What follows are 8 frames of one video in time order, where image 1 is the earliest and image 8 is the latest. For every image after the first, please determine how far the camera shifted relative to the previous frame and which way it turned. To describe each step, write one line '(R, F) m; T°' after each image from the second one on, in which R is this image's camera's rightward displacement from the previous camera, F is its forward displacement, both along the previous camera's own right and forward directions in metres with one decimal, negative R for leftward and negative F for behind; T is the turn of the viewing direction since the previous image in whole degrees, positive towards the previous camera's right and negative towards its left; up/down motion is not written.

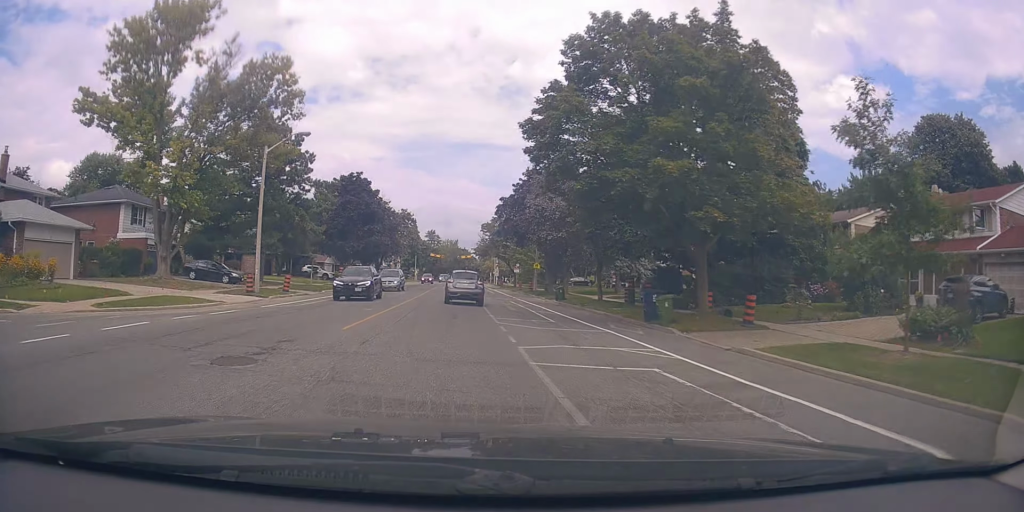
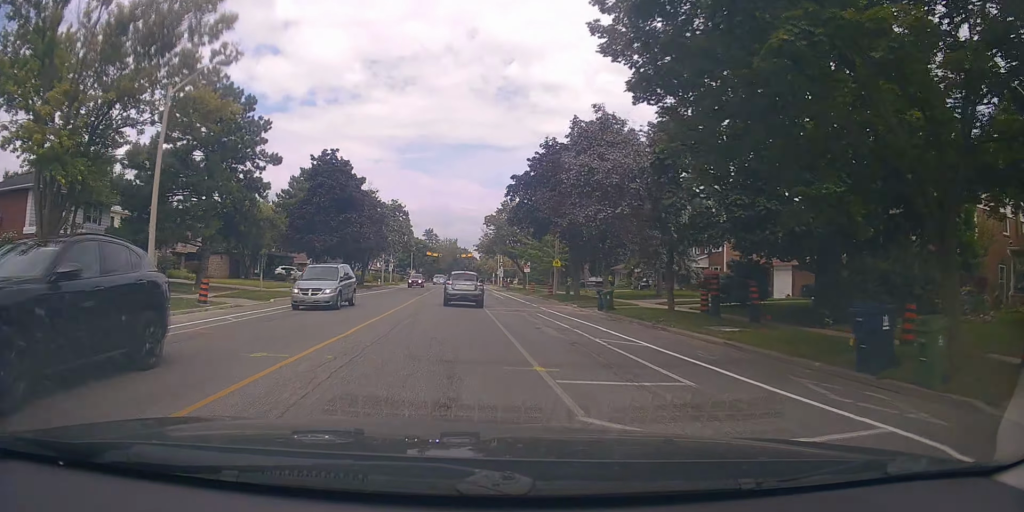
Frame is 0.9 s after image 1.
(-0.1, +11.3) m; -2°
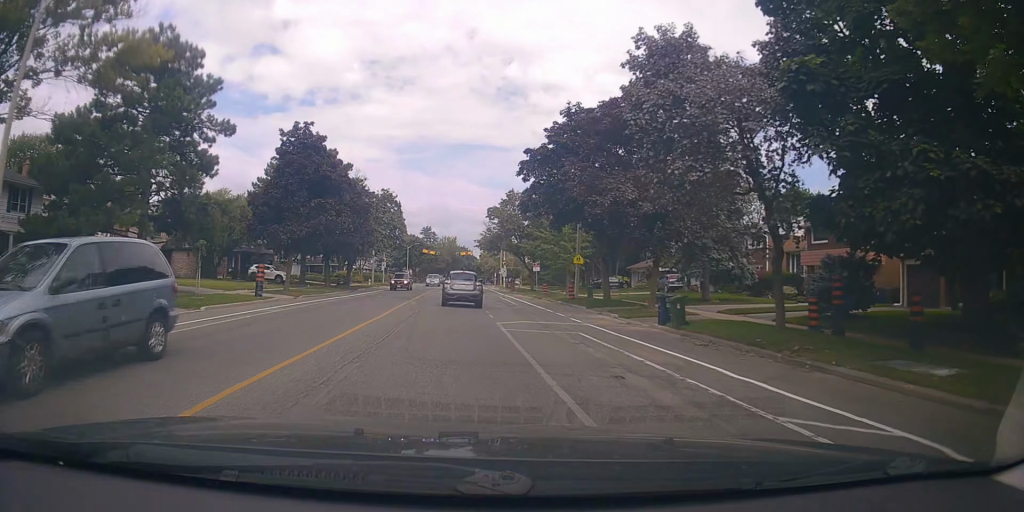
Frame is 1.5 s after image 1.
(-0.3, +8.1) m; -1°
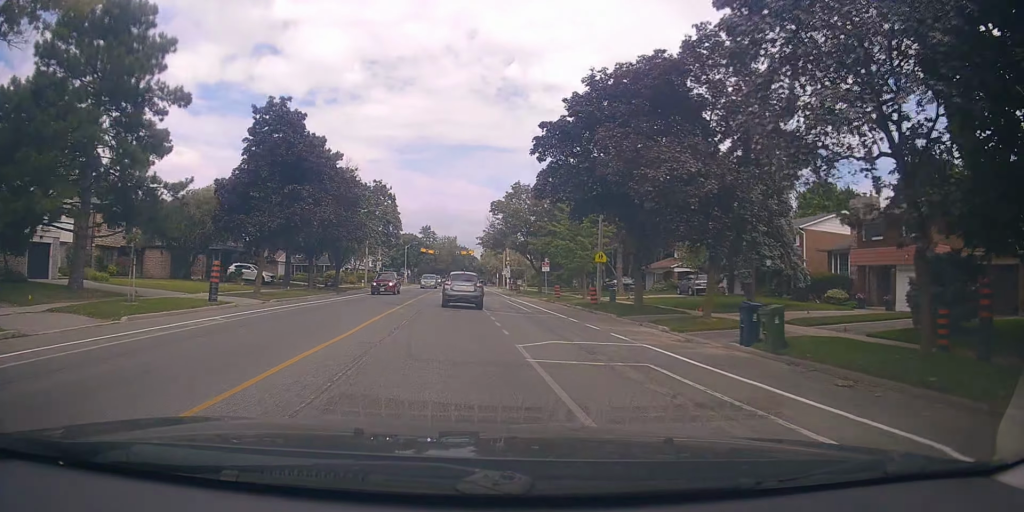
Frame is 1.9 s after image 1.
(0.0, +5.4) m; 0°
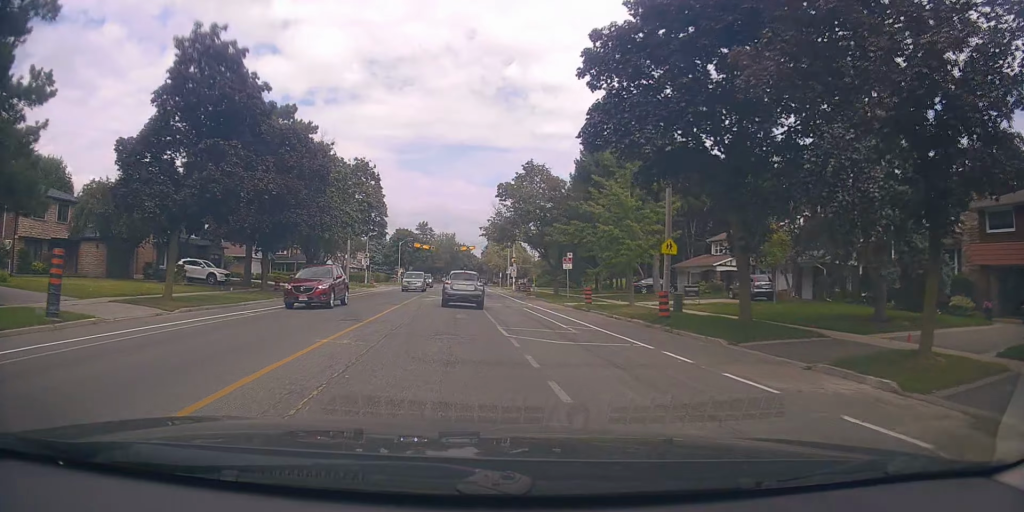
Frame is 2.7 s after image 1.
(+0.2, +10.0) m; +1°
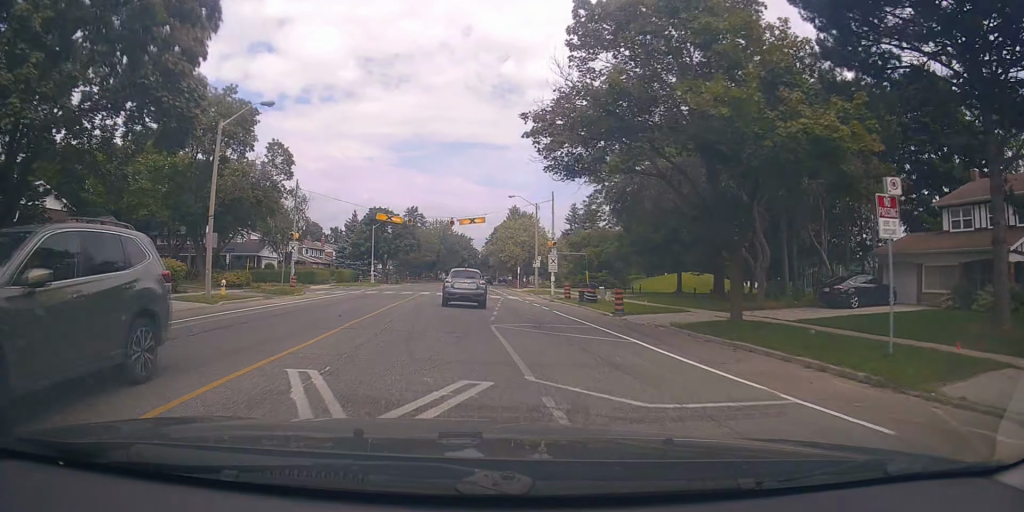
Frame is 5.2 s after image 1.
(+0.6, +30.4) m; +1°
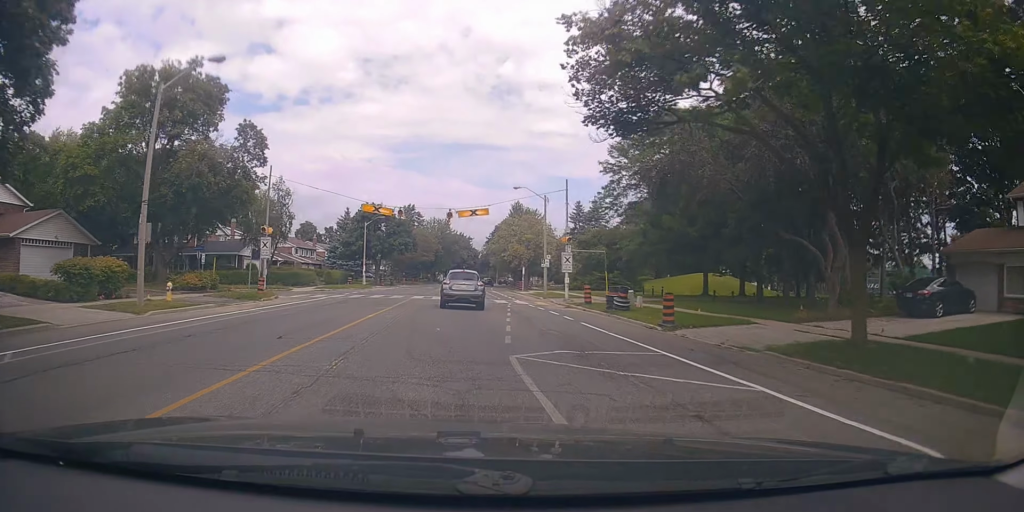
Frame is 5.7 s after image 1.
(-0.1, +5.7) m; -1°
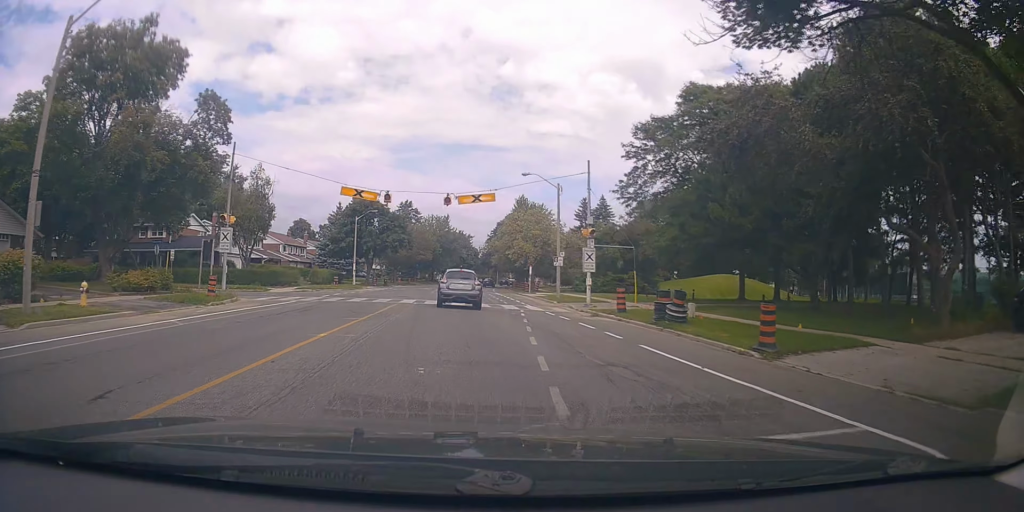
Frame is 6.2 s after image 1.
(0.0, +6.0) m; -1°
